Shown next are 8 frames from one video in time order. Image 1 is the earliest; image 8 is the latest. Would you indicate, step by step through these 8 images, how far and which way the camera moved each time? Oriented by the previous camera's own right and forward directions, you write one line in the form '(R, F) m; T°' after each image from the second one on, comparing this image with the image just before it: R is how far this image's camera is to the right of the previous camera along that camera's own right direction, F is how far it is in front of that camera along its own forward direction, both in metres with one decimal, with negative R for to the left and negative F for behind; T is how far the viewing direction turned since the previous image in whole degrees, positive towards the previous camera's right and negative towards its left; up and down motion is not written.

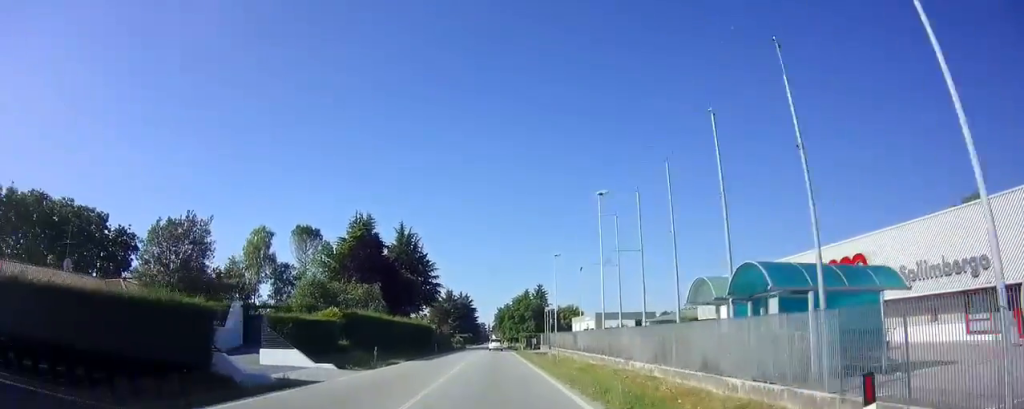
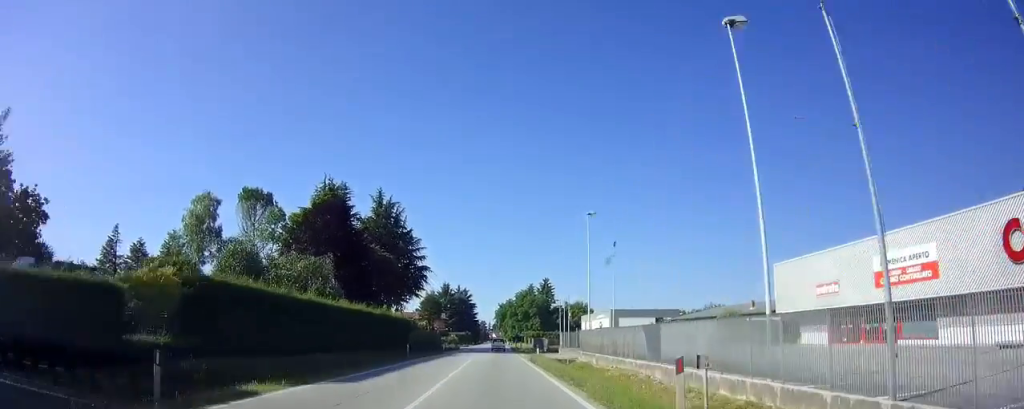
(+0.1, +17.3) m; 0°
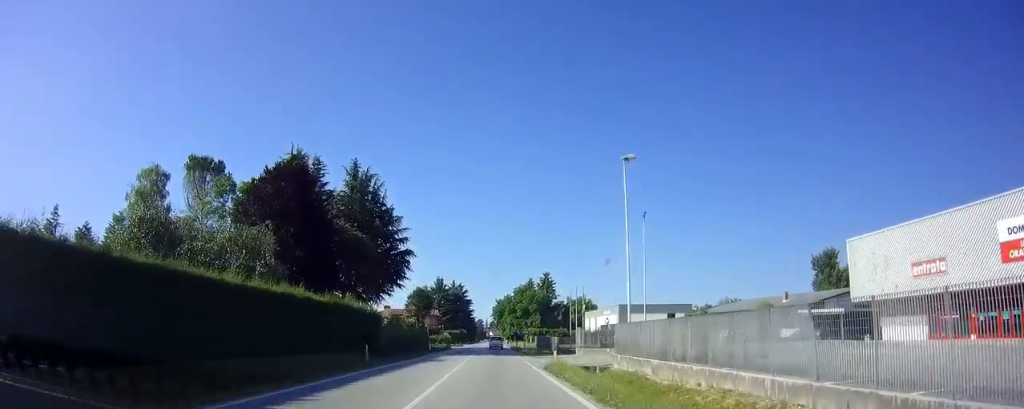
(0.0, +10.7) m; 0°
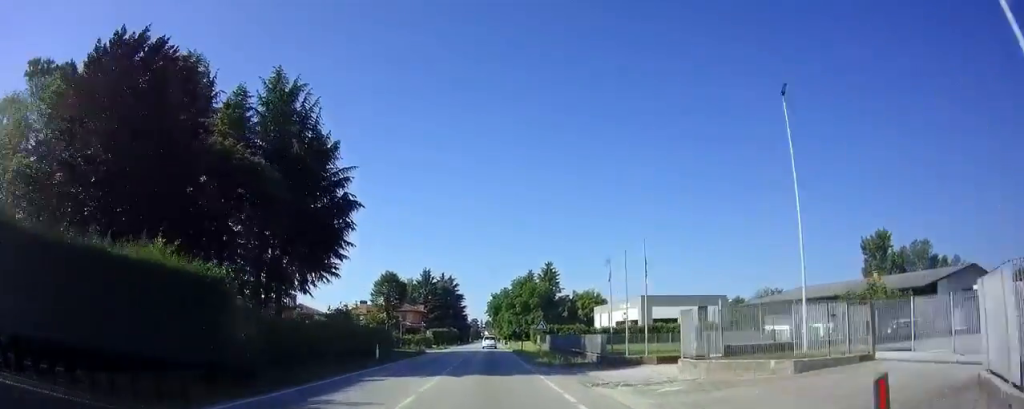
(0.0, +20.9) m; 0°
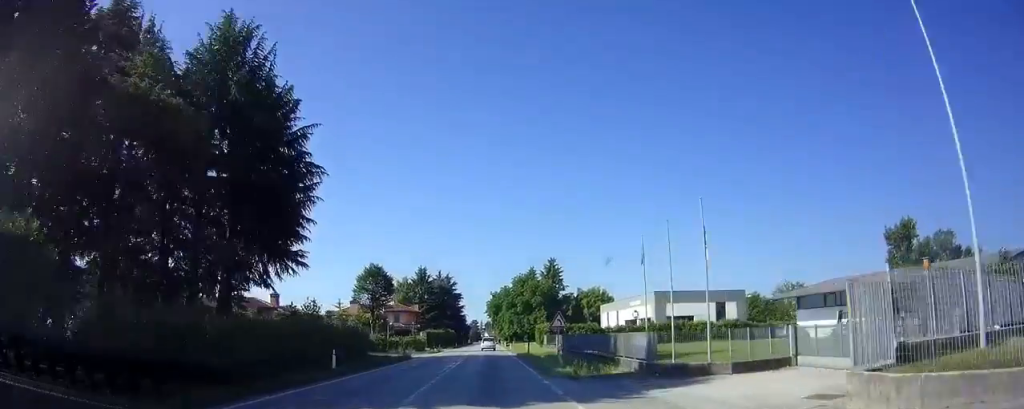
(0.0, +7.8) m; 0°
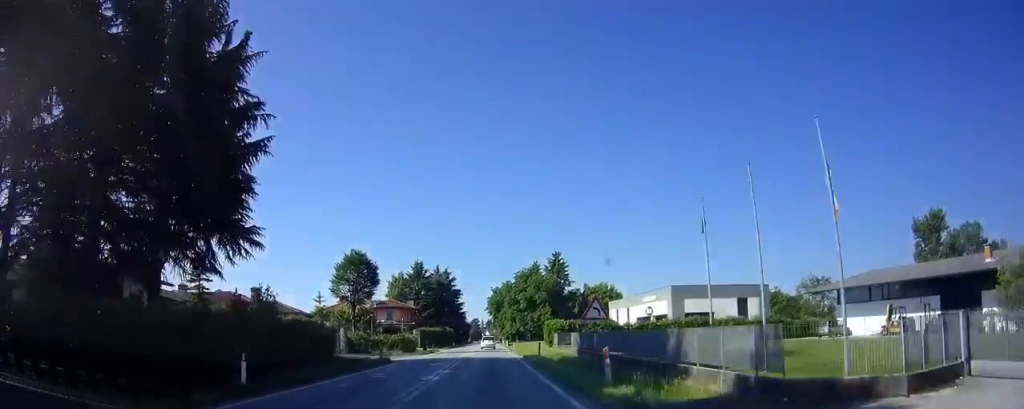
(0.0, +7.8) m; 0°
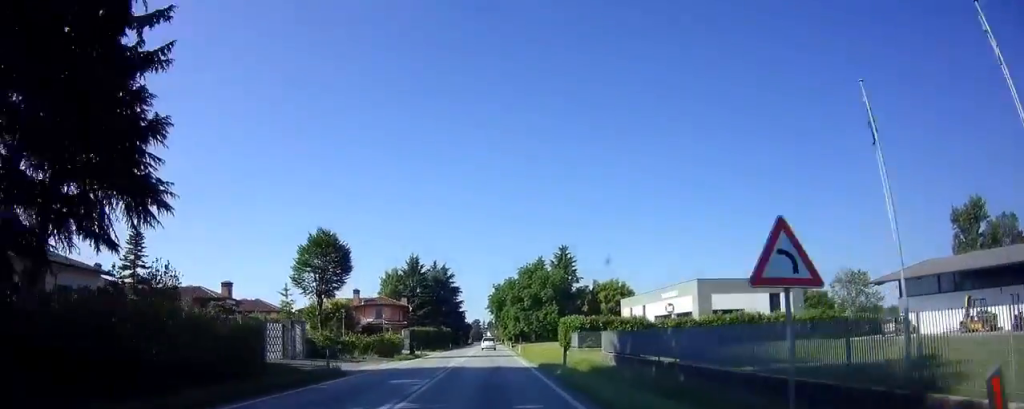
(0.0, +9.6) m; 0°
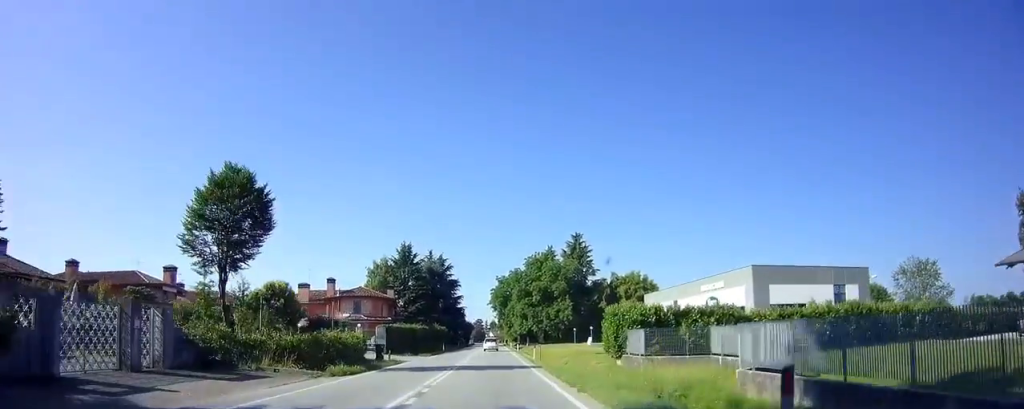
(0.0, +14.5) m; 0°
